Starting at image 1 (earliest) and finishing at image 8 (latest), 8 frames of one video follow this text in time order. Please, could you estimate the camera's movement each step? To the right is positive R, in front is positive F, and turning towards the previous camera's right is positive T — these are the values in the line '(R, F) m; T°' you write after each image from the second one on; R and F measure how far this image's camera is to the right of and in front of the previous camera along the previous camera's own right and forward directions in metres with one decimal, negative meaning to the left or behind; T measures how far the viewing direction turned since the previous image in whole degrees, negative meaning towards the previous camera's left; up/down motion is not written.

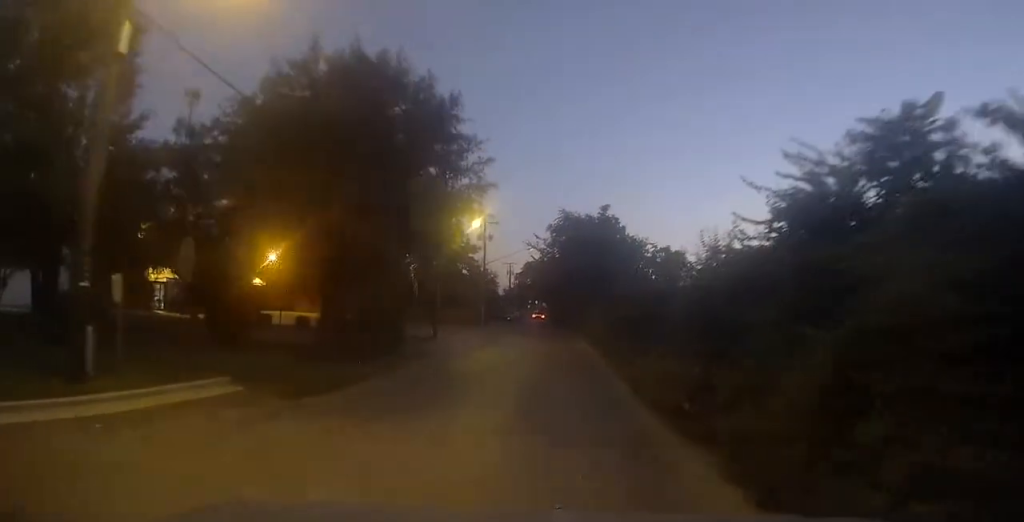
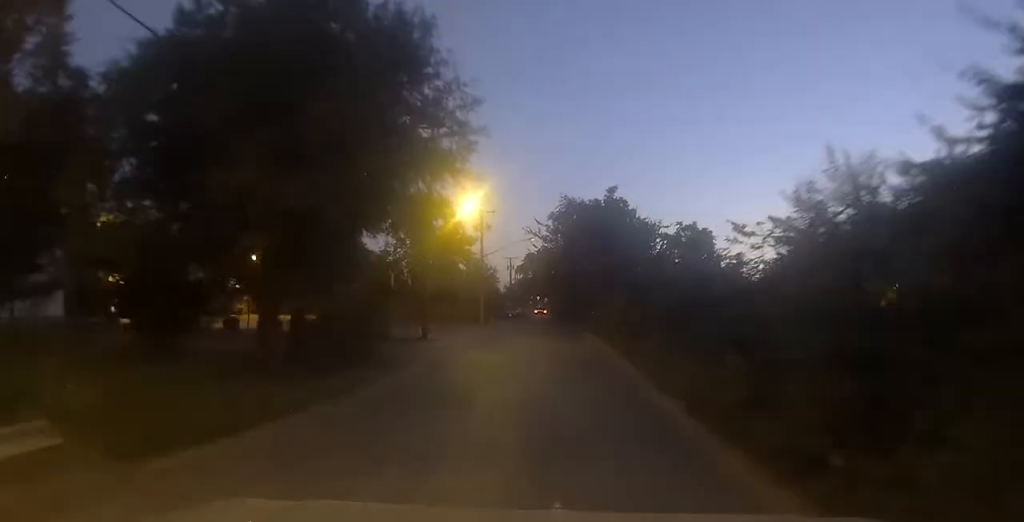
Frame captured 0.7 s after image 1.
(+0.1, +4.0) m; -5°
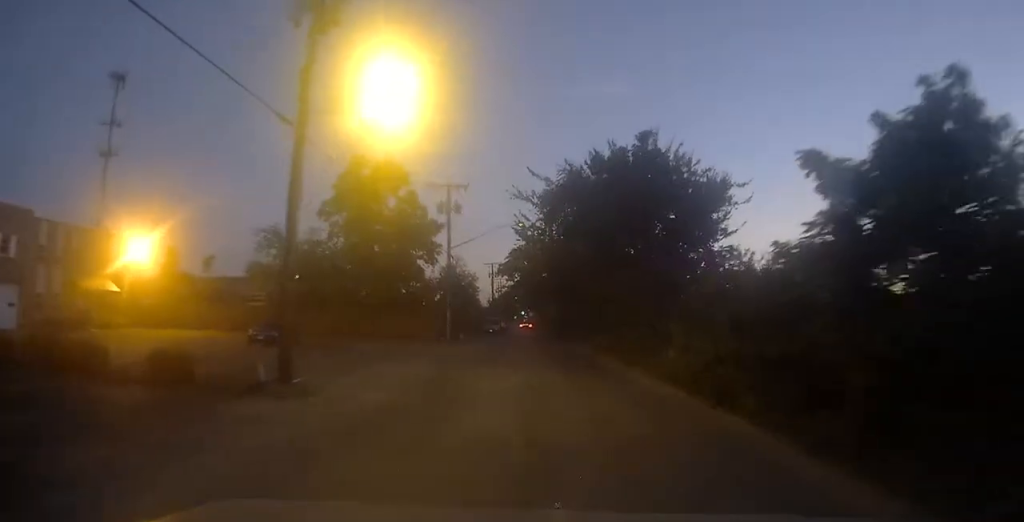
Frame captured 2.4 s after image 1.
(-0.7, +16.2) m; -1°
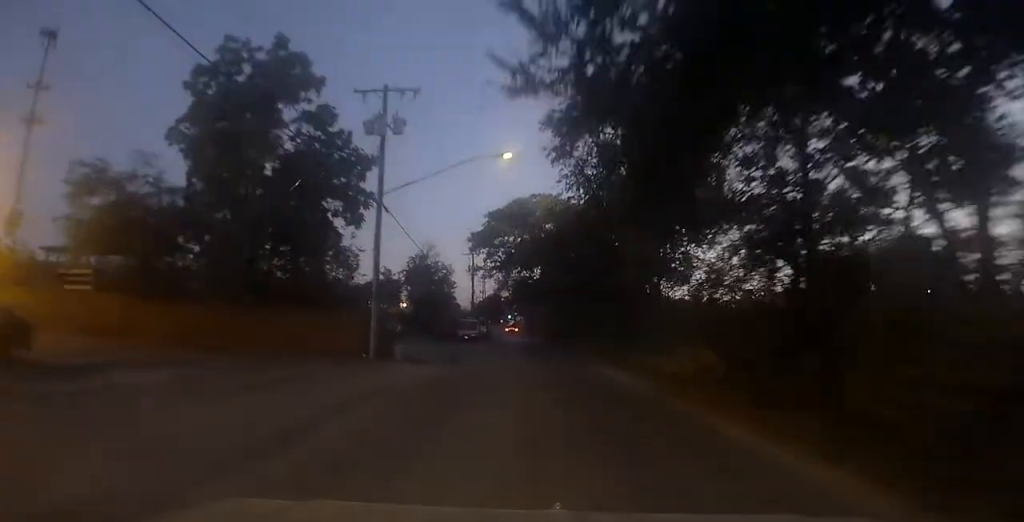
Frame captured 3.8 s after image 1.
(+0.1, +18.1) m; +1°
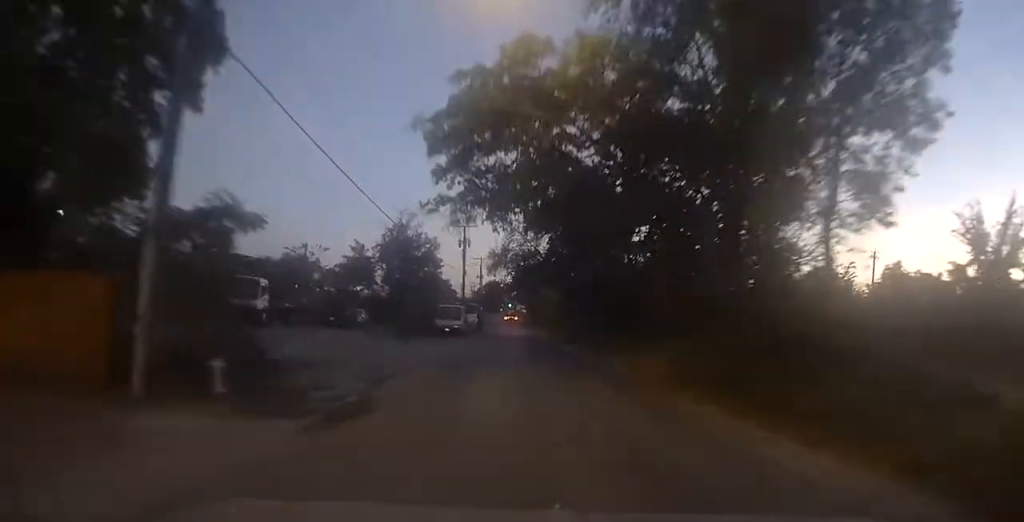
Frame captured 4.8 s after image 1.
(+0.1, +15.1) m; 0°
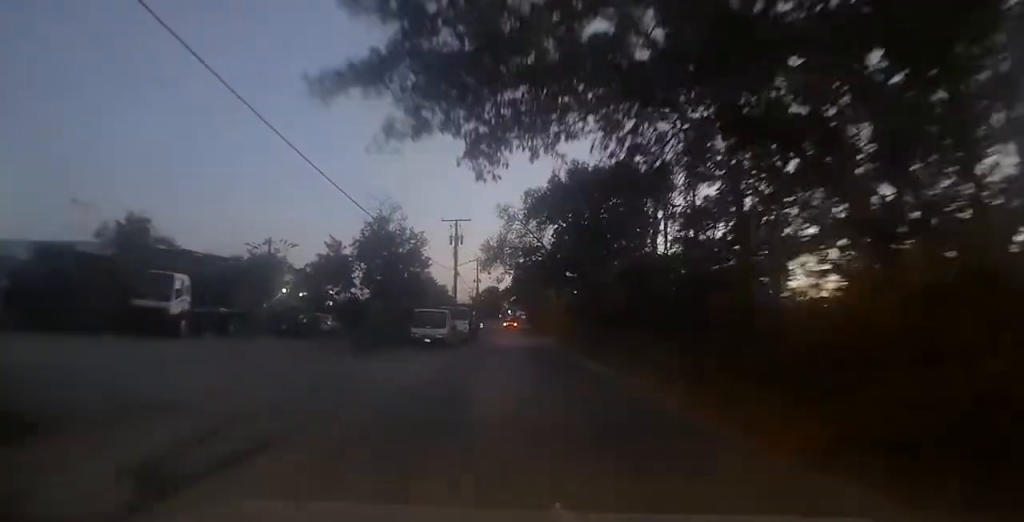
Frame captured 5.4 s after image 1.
(0.0, +9.2) m; 0°
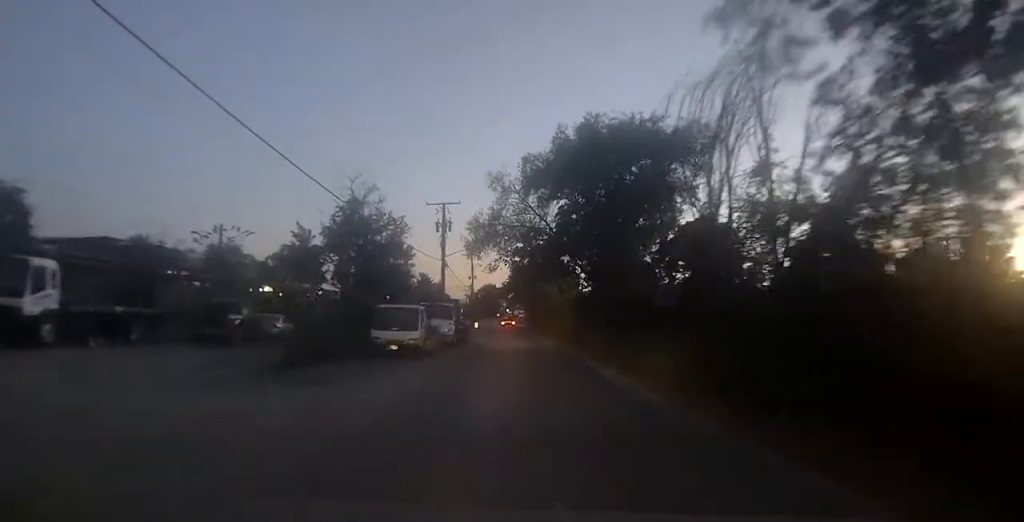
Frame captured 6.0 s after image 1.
(0.0, +8.9) m; 0°
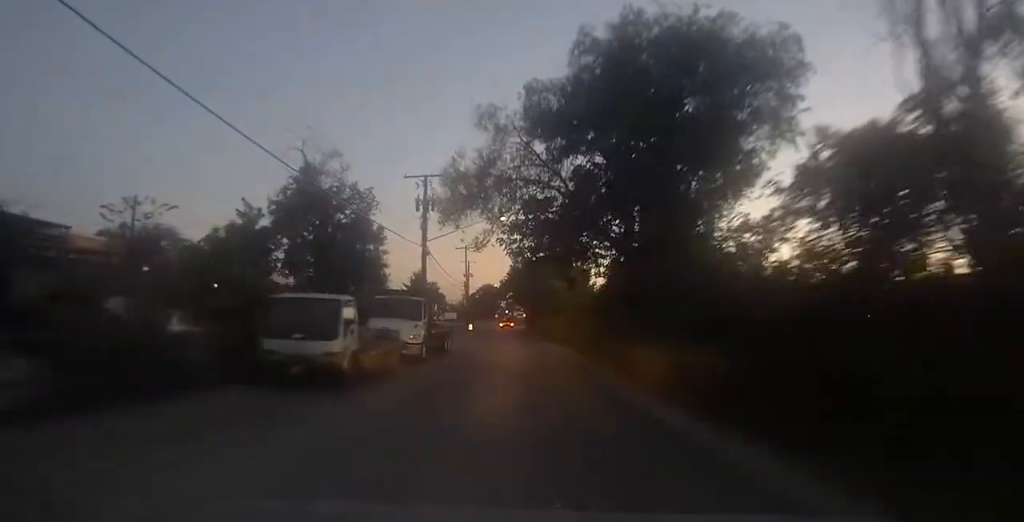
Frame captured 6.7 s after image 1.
(-0.1, +11.0) m; 0°
